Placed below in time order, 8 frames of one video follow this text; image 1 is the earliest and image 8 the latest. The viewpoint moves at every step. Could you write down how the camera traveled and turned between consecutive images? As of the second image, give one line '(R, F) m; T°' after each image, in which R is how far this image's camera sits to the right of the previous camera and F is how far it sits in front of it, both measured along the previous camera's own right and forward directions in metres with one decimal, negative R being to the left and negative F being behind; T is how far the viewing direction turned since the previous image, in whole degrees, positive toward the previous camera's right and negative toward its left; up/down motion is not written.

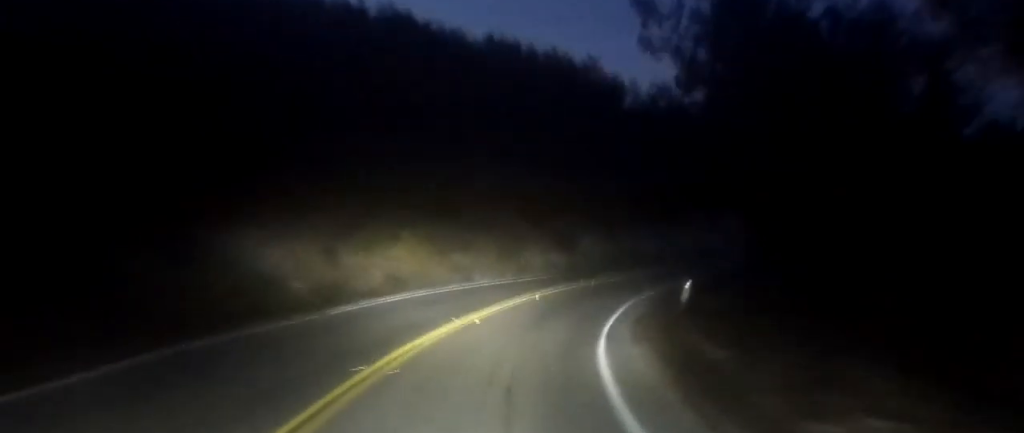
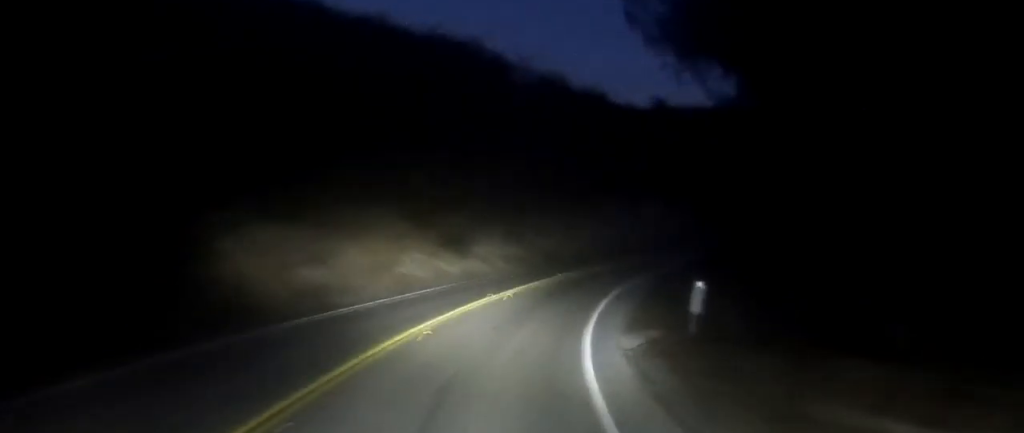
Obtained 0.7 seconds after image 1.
(+1.1, +10.9) m; +7°
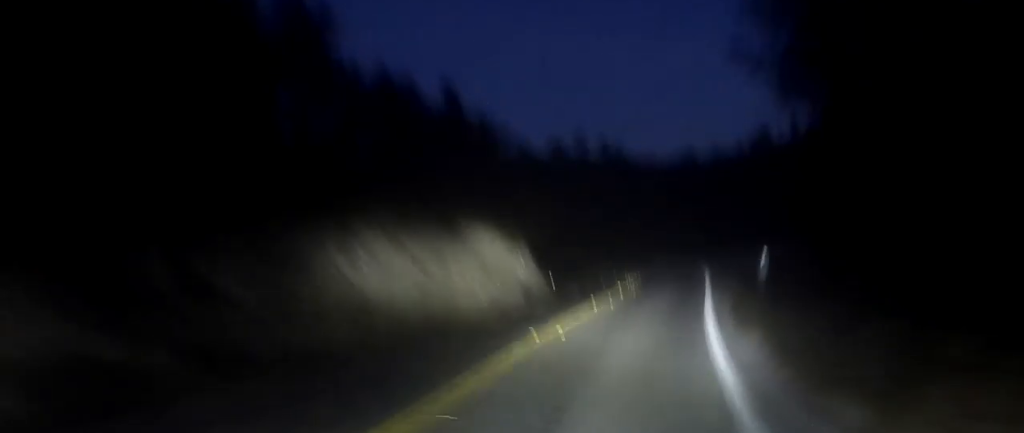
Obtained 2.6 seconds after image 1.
(+3.3, +26.3) m; +13°
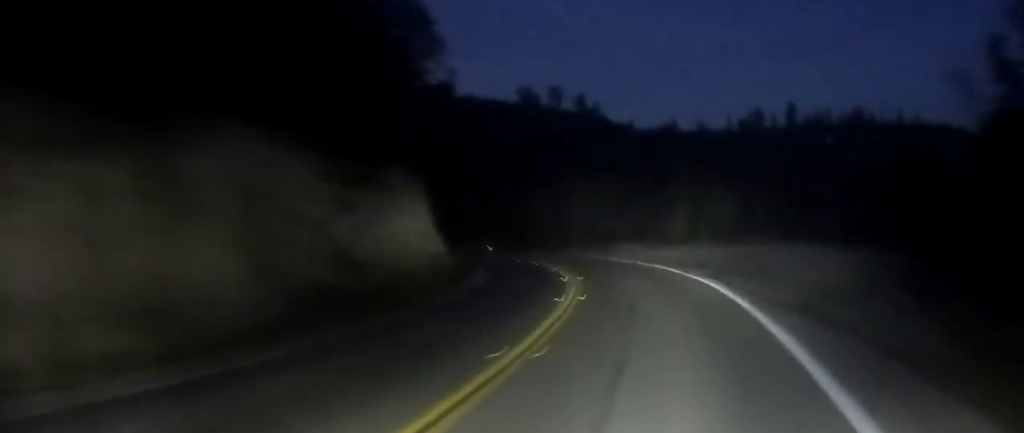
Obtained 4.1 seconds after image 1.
(+0.6, +20.6) m; +2°
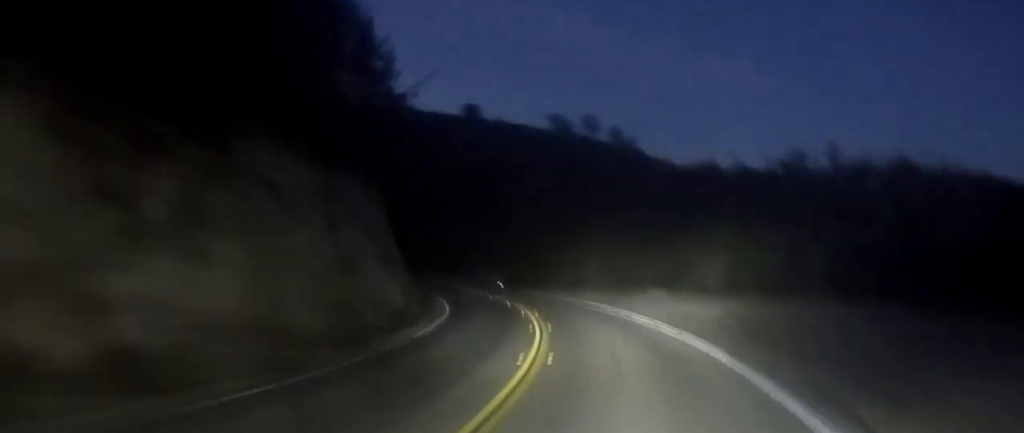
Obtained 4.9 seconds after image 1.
(+0.3, +11.1) m; -1°
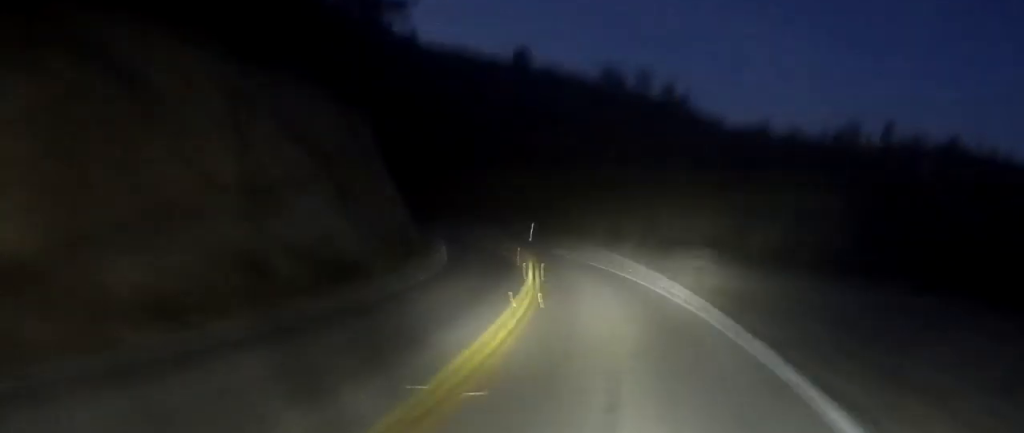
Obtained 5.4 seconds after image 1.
(0.0, +7.1) m; -2°
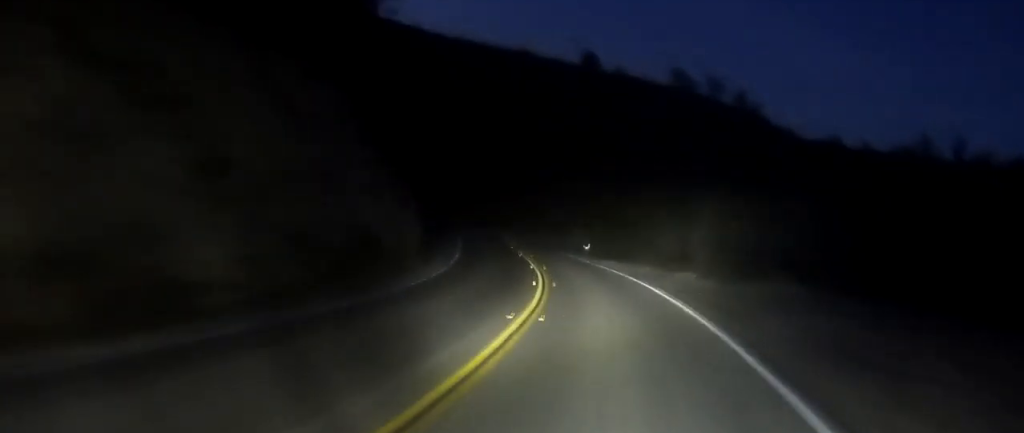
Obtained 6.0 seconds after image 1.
(-0.3, +8.8) m; -5°
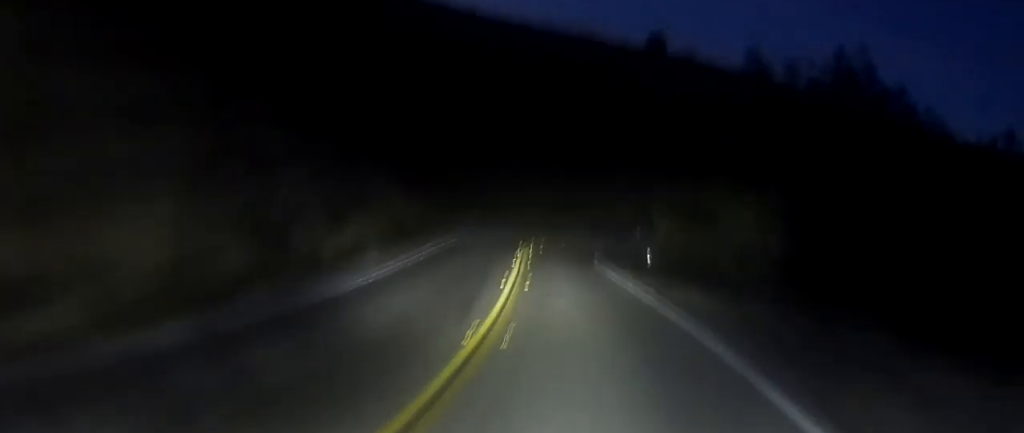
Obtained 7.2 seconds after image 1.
(-1.5, +16.8) m; -6°
